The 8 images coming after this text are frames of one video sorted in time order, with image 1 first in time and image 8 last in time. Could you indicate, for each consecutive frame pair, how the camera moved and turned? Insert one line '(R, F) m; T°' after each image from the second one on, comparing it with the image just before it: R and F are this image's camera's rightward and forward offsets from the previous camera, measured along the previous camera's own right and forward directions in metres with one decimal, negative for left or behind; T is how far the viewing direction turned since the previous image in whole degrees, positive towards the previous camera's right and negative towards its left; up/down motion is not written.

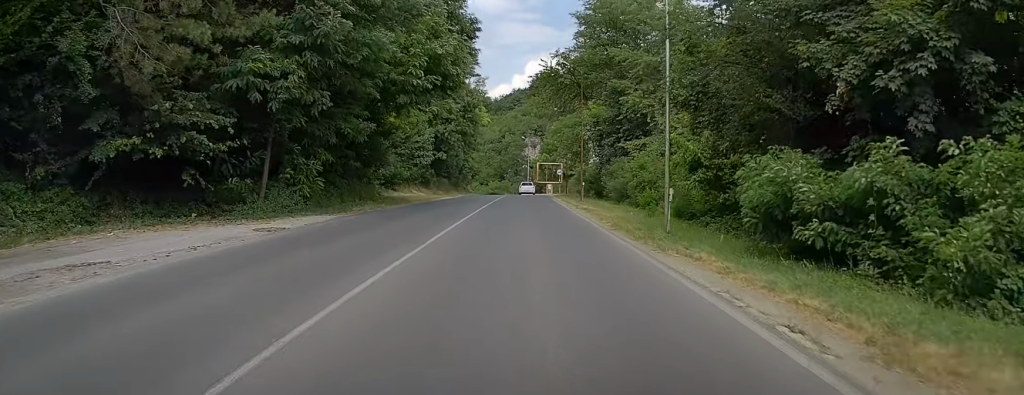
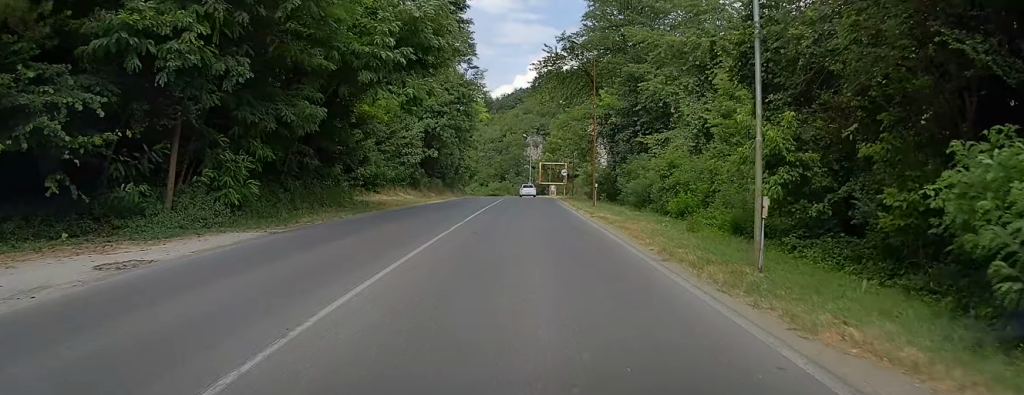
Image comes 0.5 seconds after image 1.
(-0.2, +7.0) m; +1°
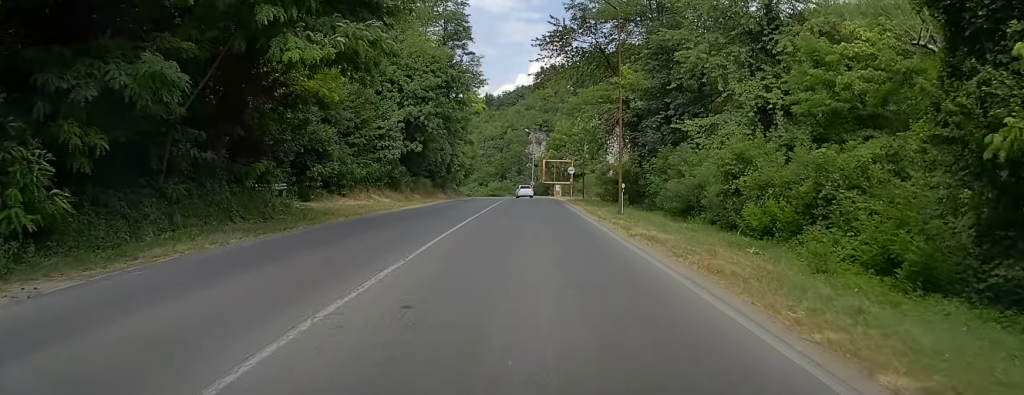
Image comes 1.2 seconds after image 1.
(+0.4, +9.4) m; 0°
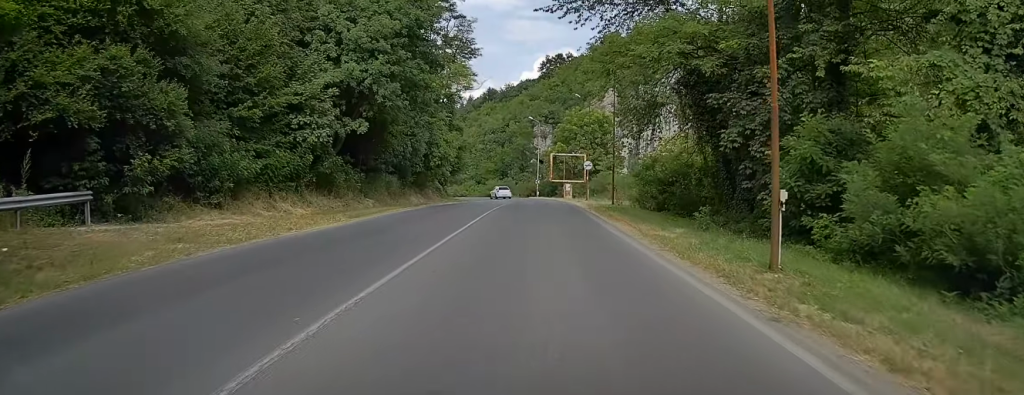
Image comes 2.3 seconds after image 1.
(-0.4, +16.5) m; 0°
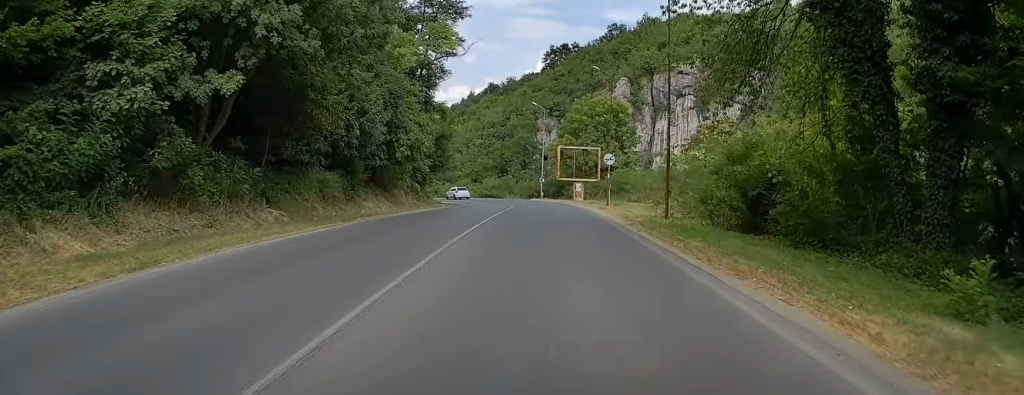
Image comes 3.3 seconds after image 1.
(+0.4, +14.0) m; +1°
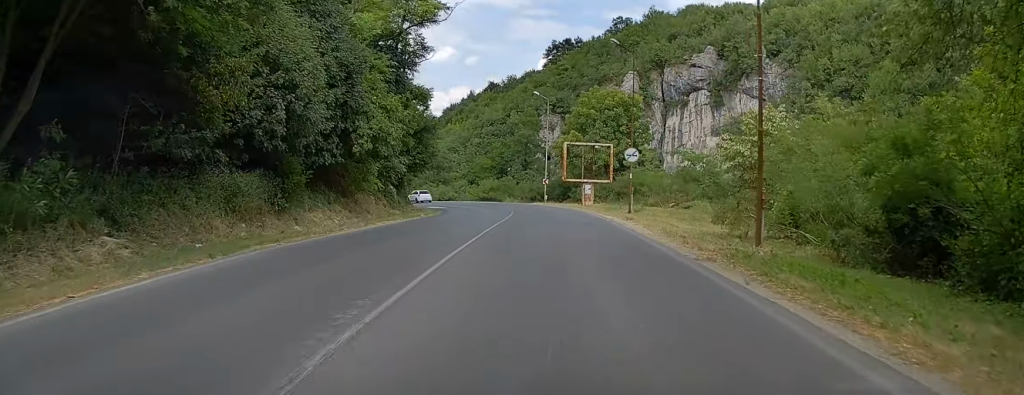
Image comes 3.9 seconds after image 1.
(-0.1, +9.3) m; 0°
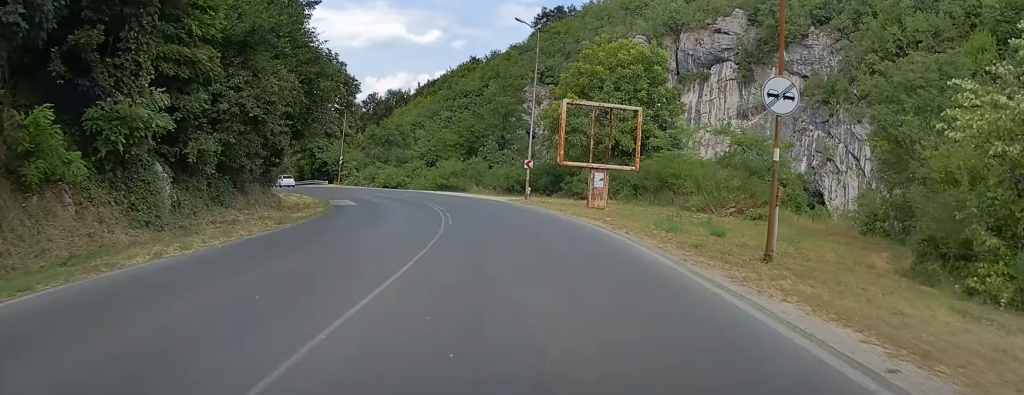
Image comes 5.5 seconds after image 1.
(0.0, +23.5) m; -2°
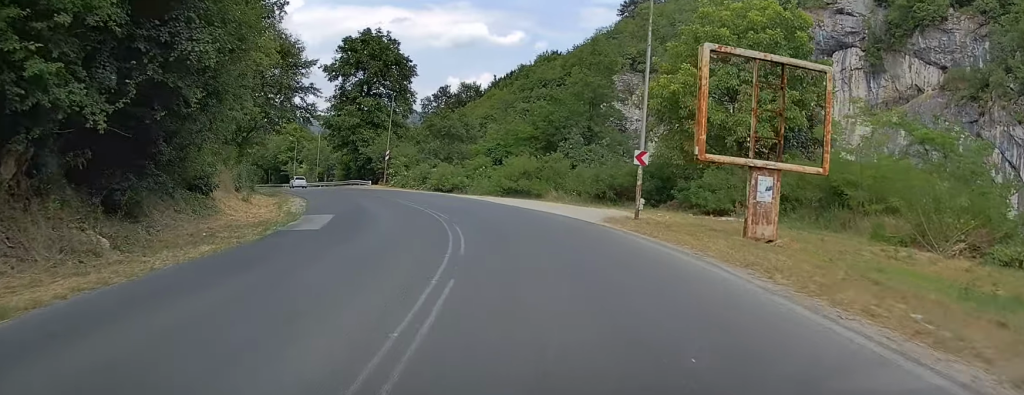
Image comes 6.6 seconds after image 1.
(-0.7, +15.5) m; -6°
